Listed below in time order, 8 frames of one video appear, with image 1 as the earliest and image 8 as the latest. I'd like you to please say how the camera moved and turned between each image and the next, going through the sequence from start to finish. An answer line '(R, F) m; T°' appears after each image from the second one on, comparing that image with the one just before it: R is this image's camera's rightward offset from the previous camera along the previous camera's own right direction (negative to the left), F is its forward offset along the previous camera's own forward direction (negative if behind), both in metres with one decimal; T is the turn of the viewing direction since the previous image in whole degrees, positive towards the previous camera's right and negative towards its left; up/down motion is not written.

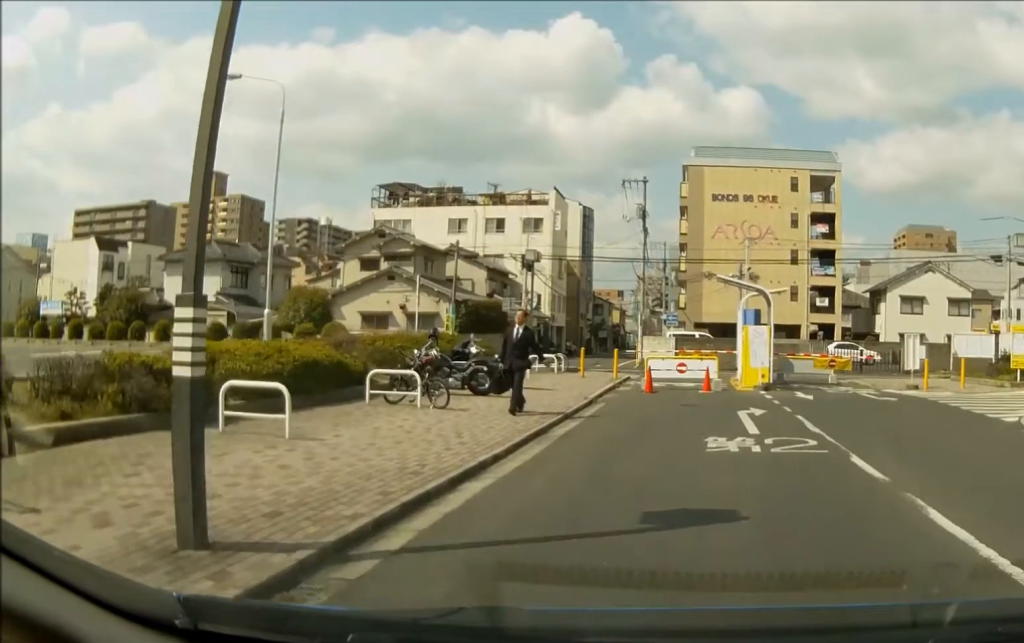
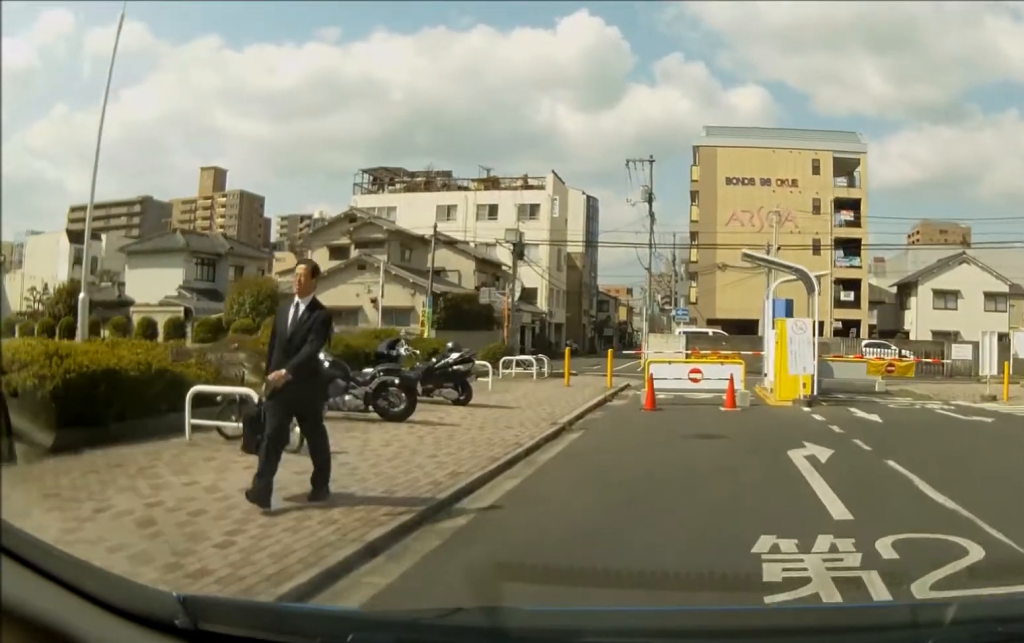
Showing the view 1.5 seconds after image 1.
(0.0, +6.1) m; -3°
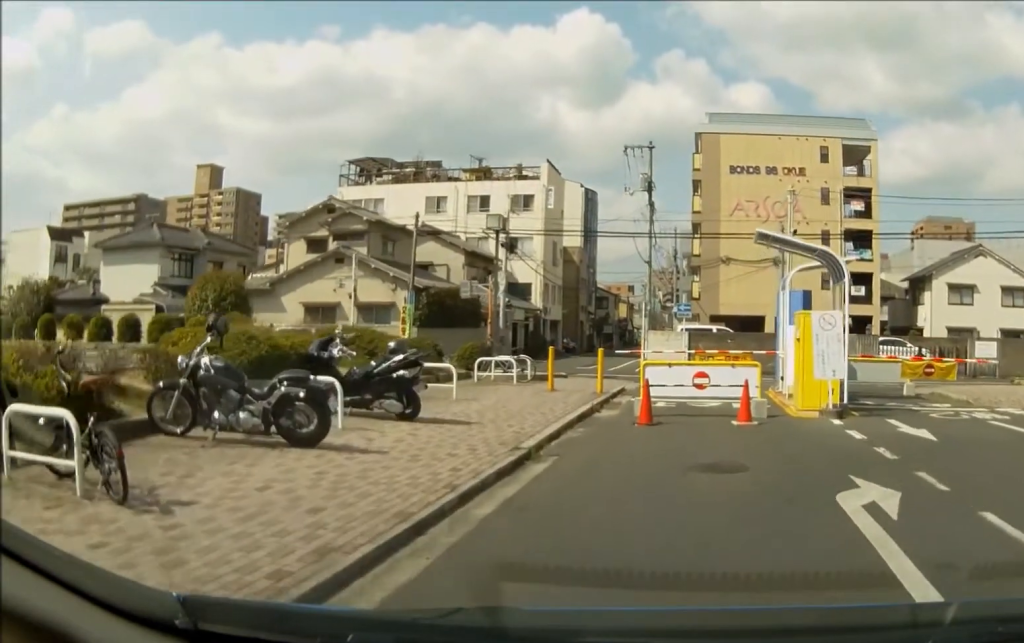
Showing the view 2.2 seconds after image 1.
(0.0, +3.2) m; -4°
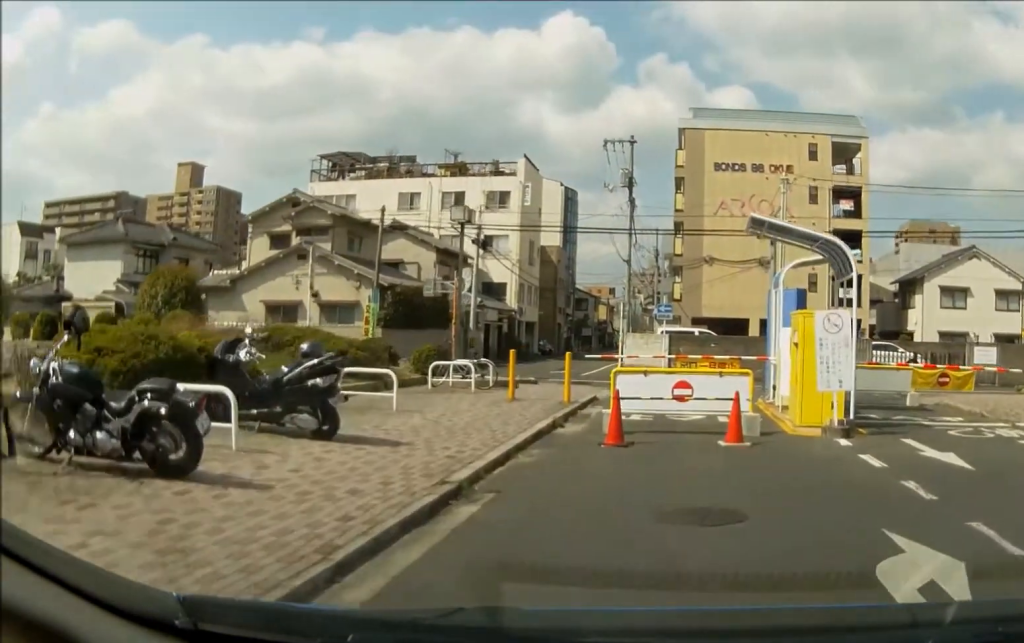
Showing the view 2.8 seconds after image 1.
(-0.3, +2.3) m; +4°
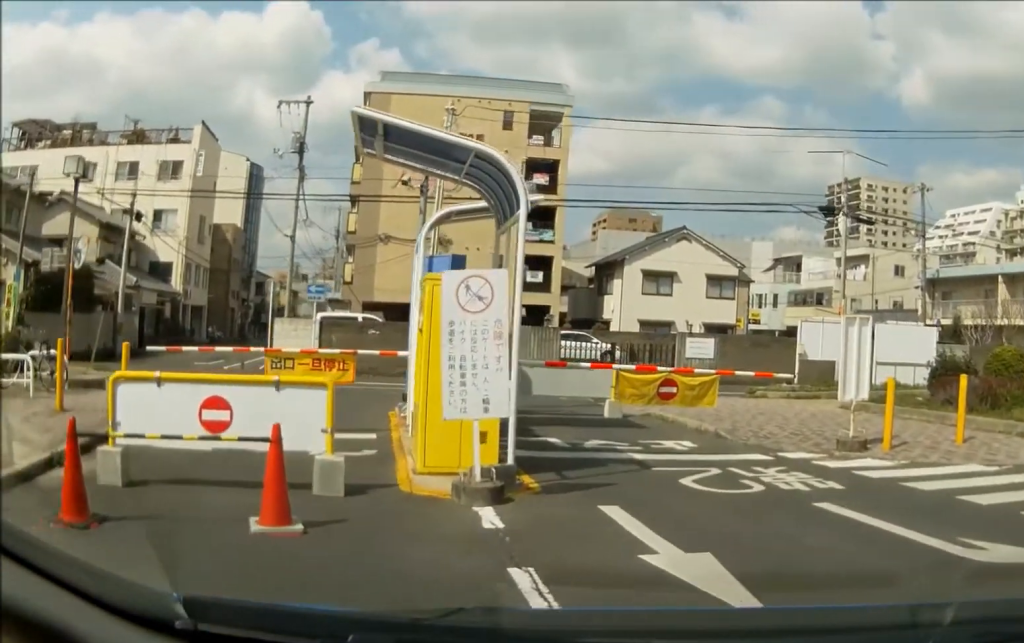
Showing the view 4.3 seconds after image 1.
(+1.1, +5.4) m; +24°
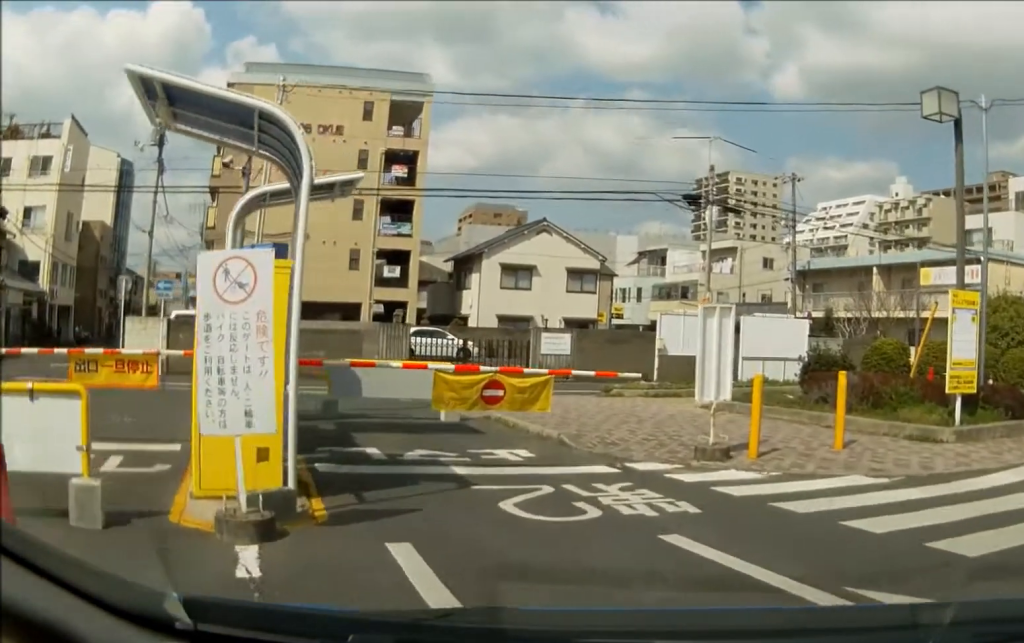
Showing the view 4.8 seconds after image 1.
(0.0, +1.5) m; +8°
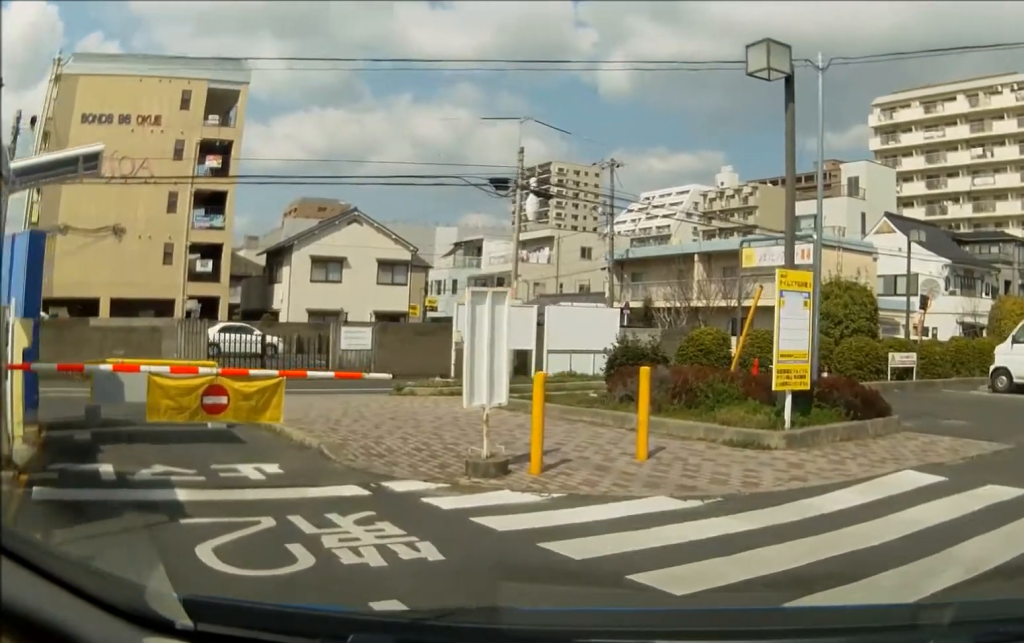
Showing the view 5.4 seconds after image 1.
(+0.1, +1.8) m; +12°
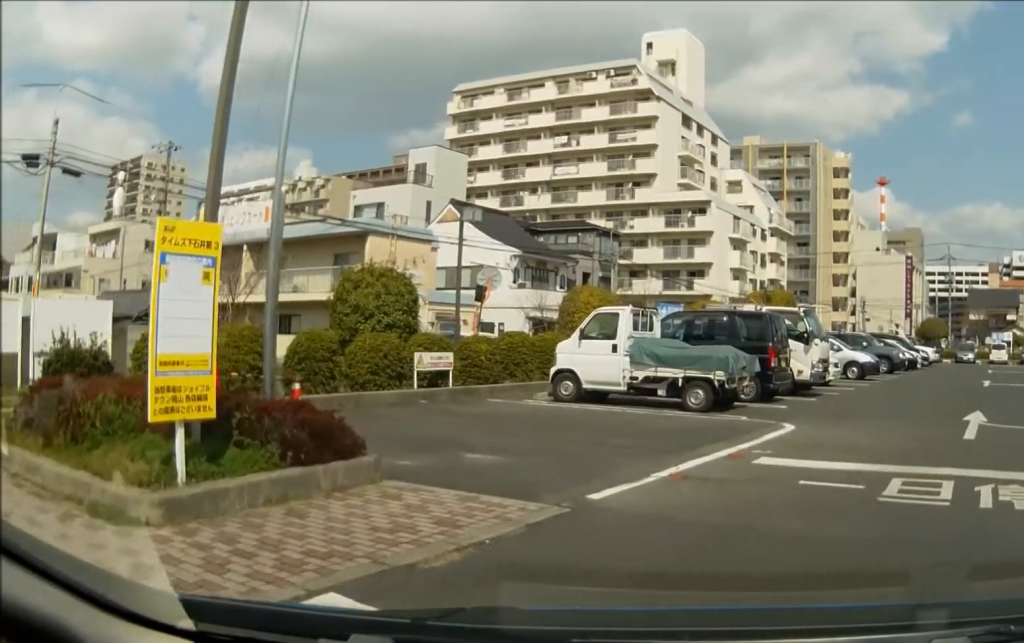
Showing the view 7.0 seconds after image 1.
(+1.3, +4.1) m; +25°
